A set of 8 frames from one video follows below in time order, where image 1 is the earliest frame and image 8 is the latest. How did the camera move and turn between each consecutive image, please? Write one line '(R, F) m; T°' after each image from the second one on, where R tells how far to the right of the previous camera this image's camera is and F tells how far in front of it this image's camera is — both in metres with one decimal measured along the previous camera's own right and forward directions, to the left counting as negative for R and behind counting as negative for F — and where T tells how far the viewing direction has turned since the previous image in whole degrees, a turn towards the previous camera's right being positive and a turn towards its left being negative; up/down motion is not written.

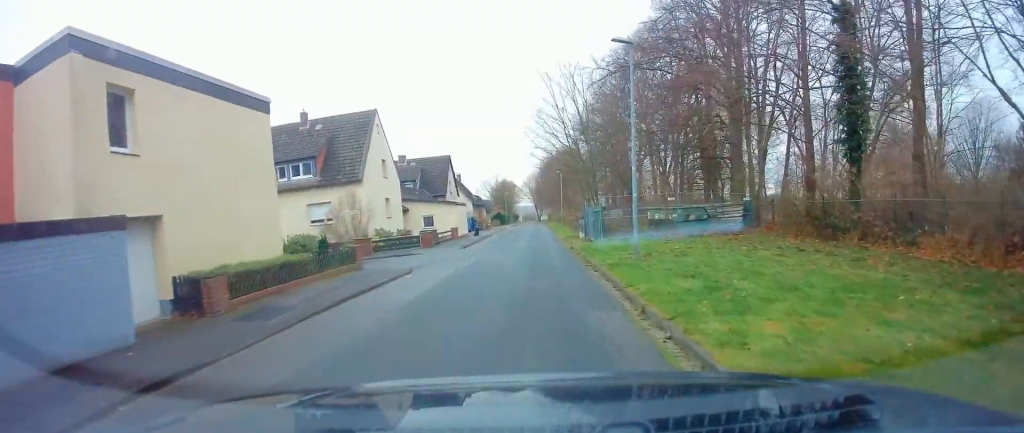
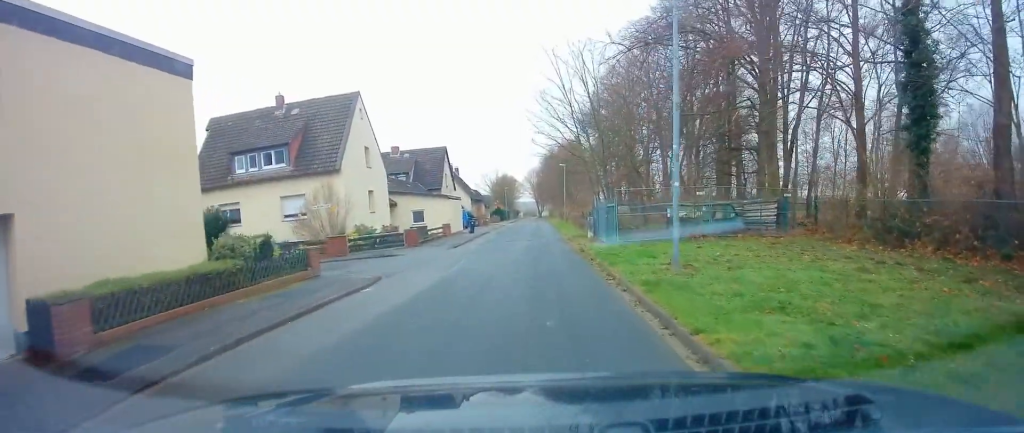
(+0.1, +4.2) m; 0°
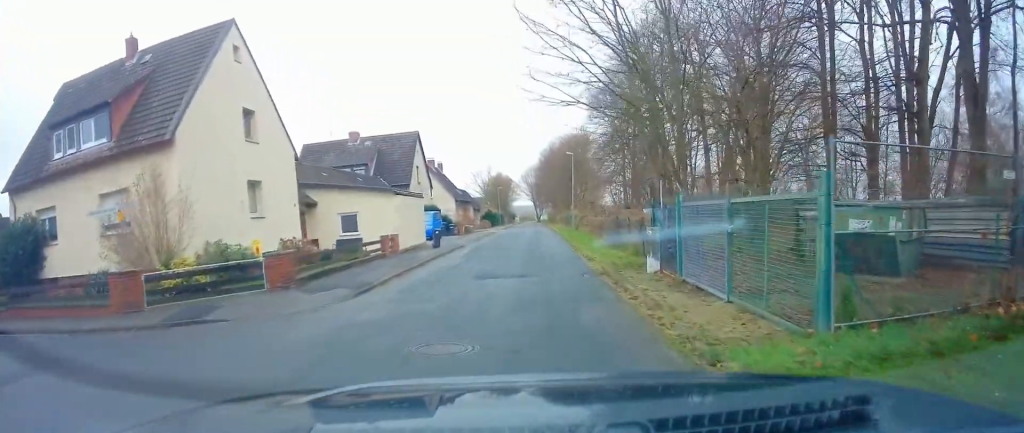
(0.0, +14.8) m; 0°
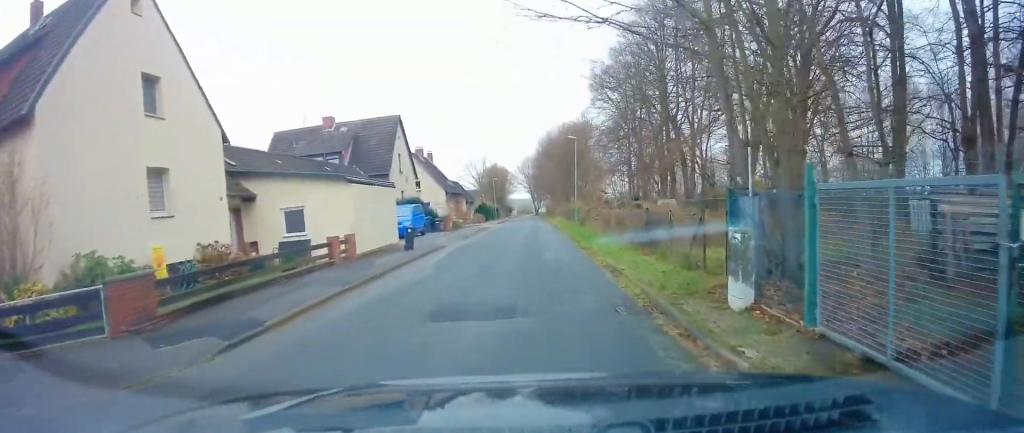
(0.0, +5.8) m; 0°
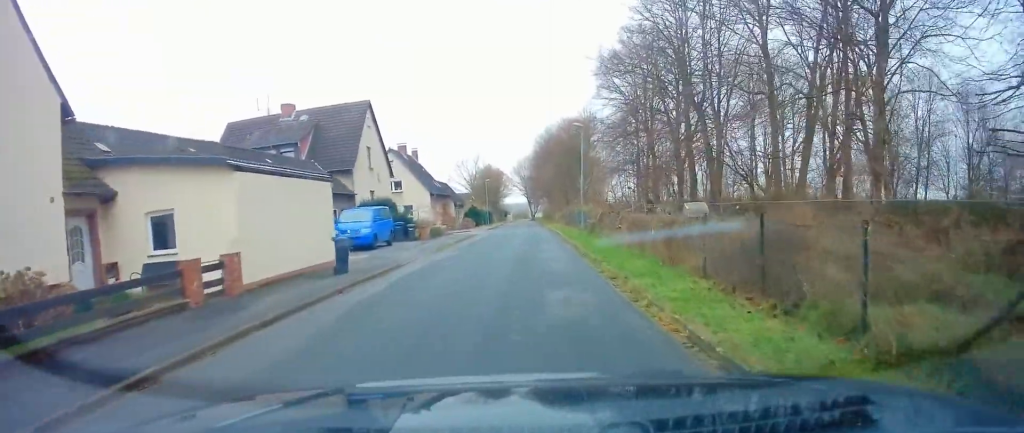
(0.0, +7.7) m; 0°
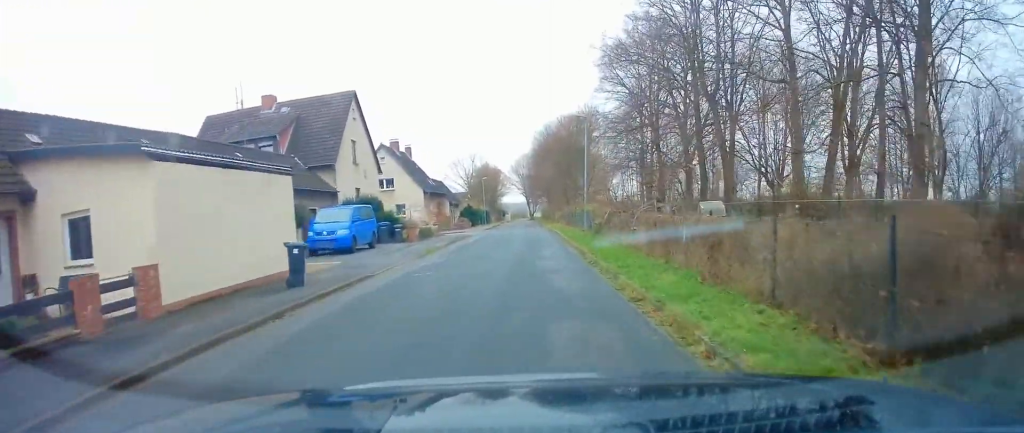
(0.0, +2.9) m; 0°
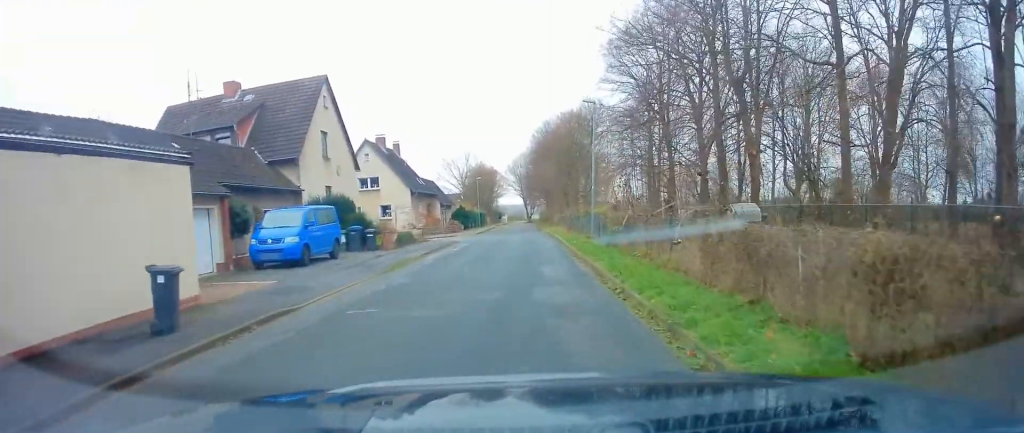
(0.0, +4.7) m; 0°
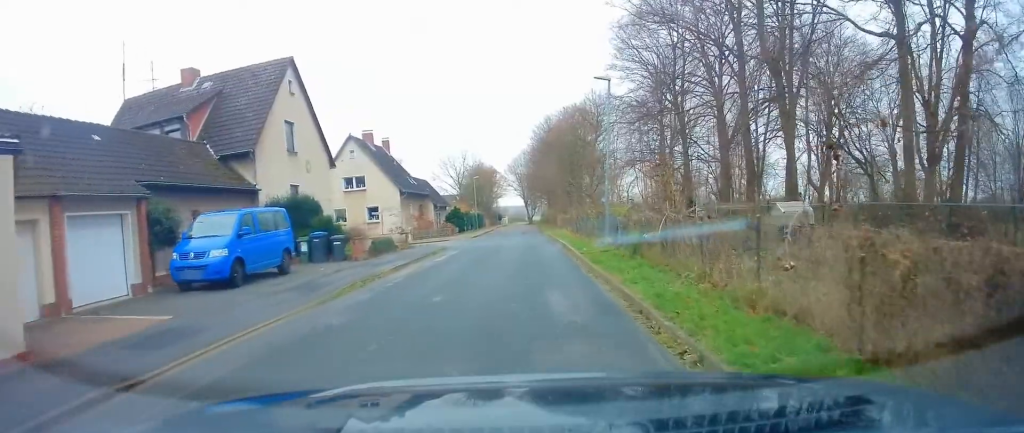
(0.0, +4.5) m; 0°
